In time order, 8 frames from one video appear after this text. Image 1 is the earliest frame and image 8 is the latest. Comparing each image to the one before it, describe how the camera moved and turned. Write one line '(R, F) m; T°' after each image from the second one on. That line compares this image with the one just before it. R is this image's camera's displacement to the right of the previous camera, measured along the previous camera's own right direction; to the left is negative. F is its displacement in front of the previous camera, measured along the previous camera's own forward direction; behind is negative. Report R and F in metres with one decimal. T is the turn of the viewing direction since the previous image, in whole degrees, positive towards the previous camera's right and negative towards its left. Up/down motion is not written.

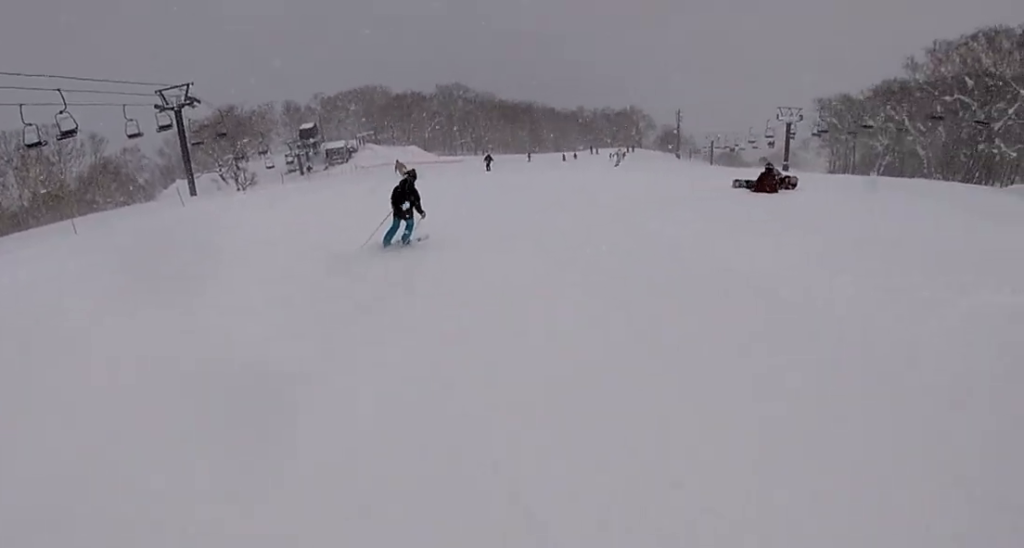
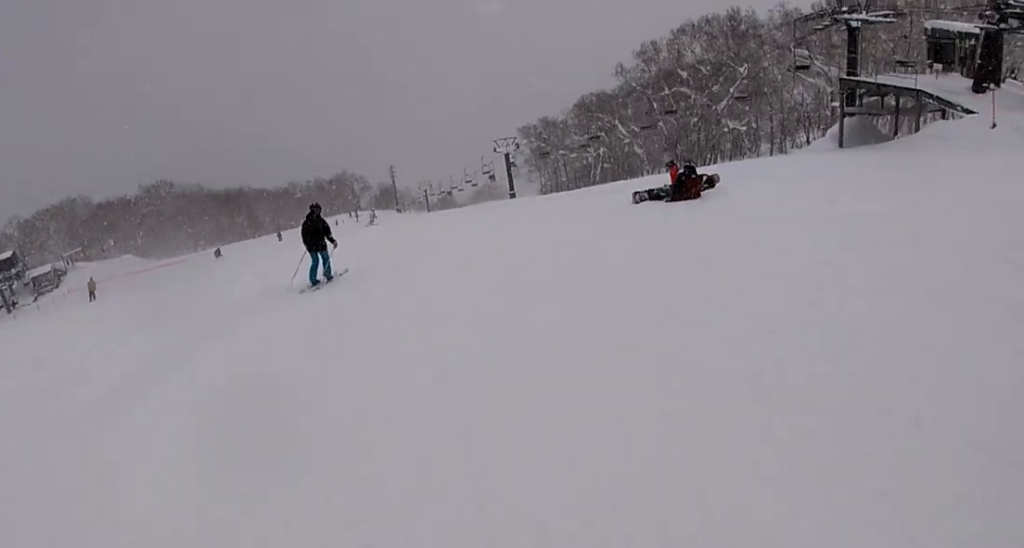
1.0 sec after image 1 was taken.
(+2.5, +7.1) m; +21°
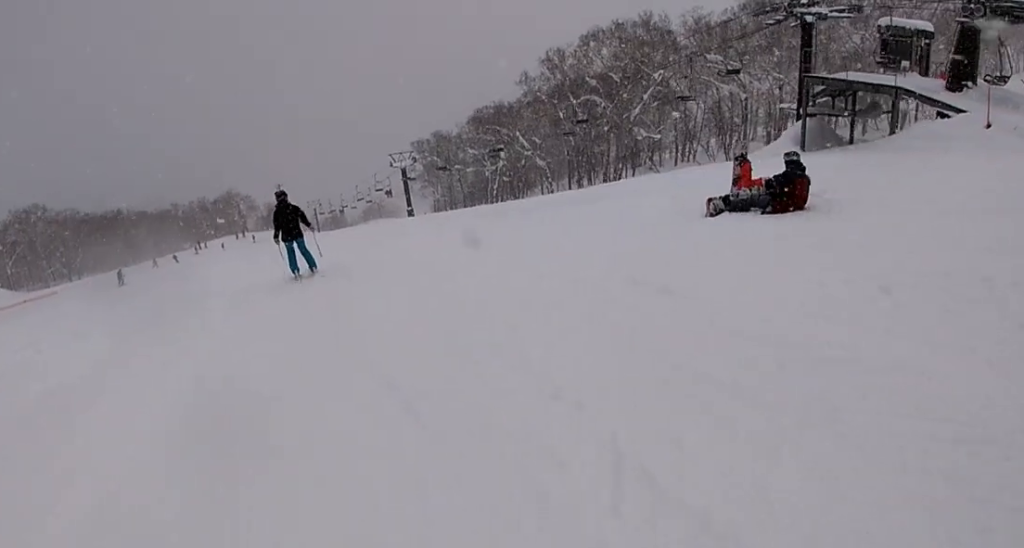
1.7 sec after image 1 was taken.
(0.0, +5.5) m; +4°
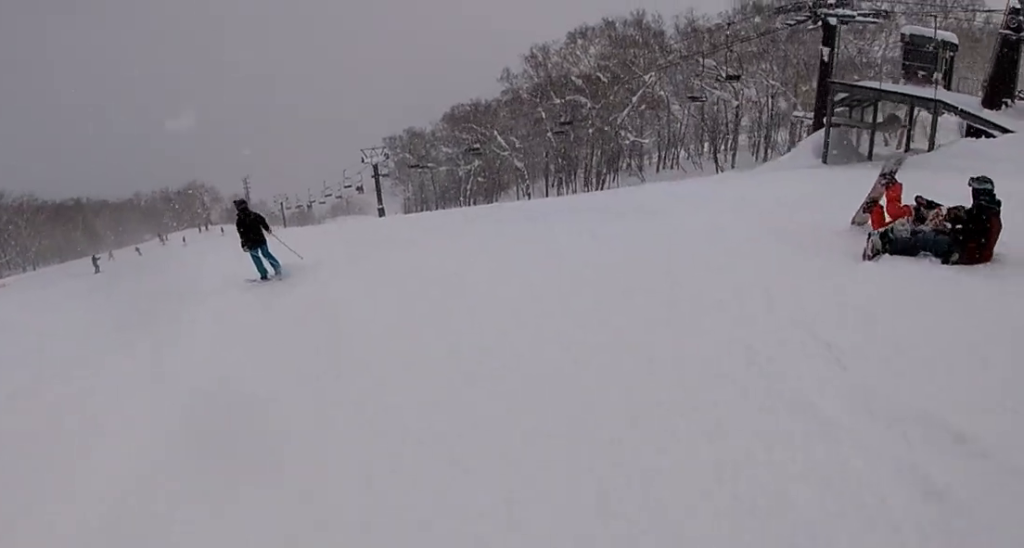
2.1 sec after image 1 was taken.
(+0.2, +3.5) m; -2°
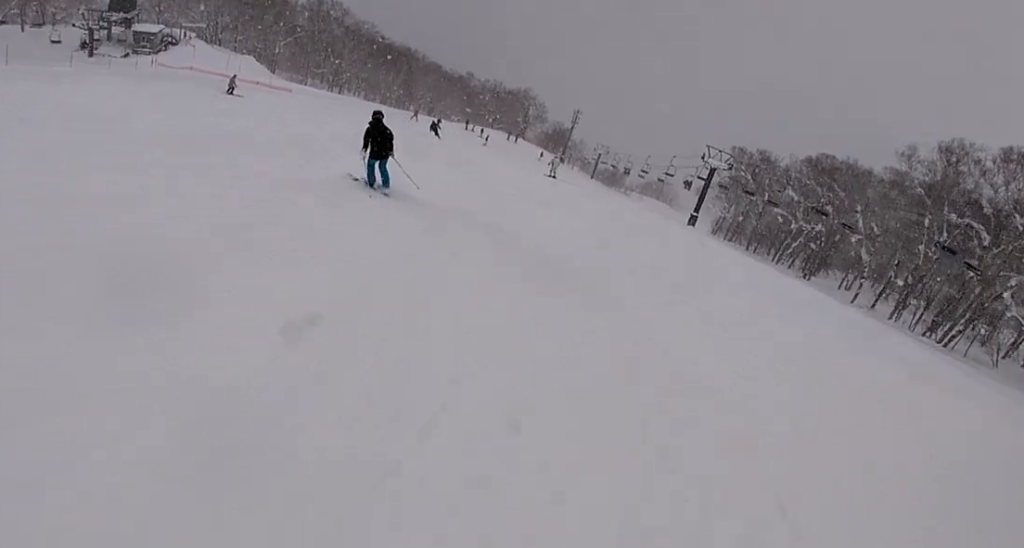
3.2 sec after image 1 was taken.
(-0.3, +8.5) m; -13°
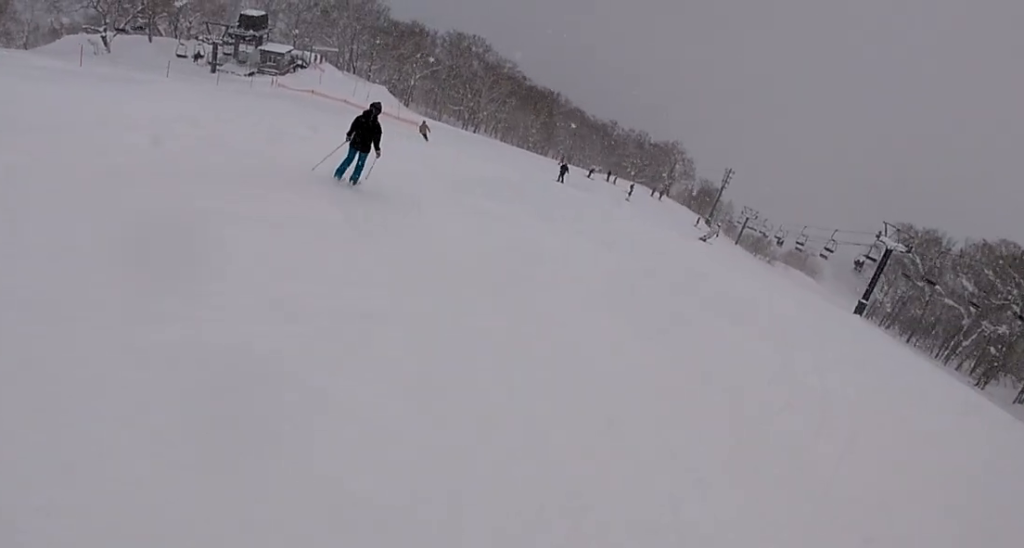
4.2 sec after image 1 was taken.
(-1.4, +8.0) m; -7°
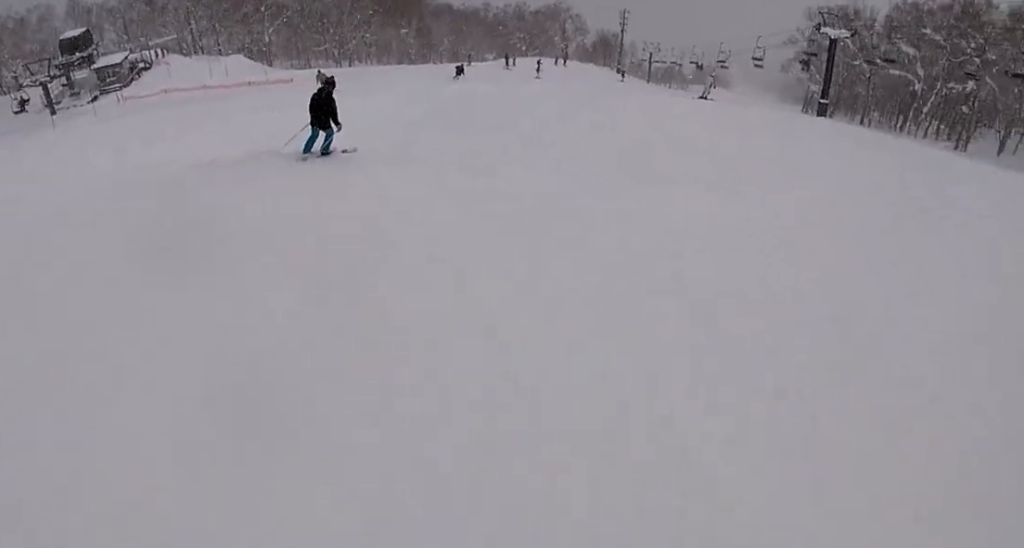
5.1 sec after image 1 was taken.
(+0.1, +6.8) m; +10°
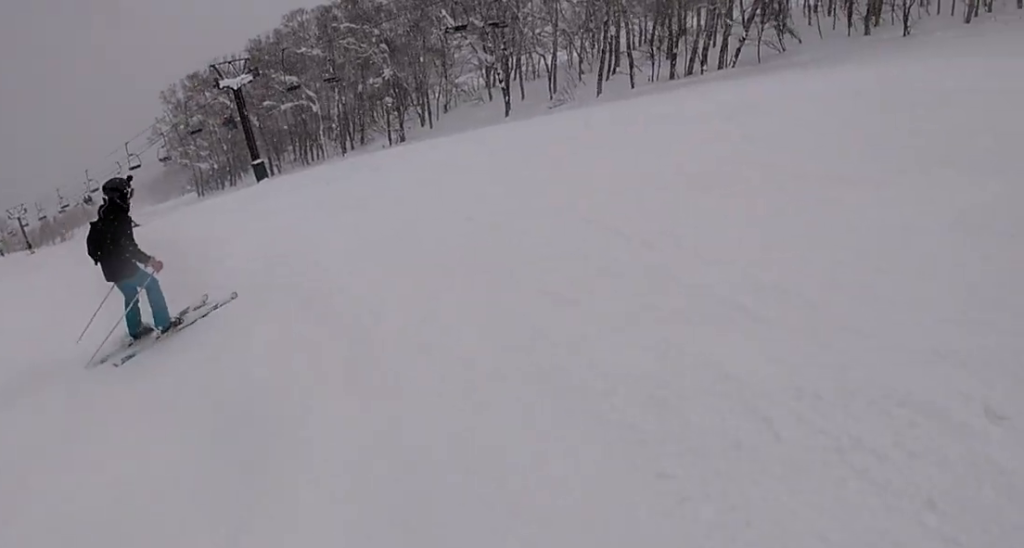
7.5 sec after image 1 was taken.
(+6.0, +12.3) m; +61°
